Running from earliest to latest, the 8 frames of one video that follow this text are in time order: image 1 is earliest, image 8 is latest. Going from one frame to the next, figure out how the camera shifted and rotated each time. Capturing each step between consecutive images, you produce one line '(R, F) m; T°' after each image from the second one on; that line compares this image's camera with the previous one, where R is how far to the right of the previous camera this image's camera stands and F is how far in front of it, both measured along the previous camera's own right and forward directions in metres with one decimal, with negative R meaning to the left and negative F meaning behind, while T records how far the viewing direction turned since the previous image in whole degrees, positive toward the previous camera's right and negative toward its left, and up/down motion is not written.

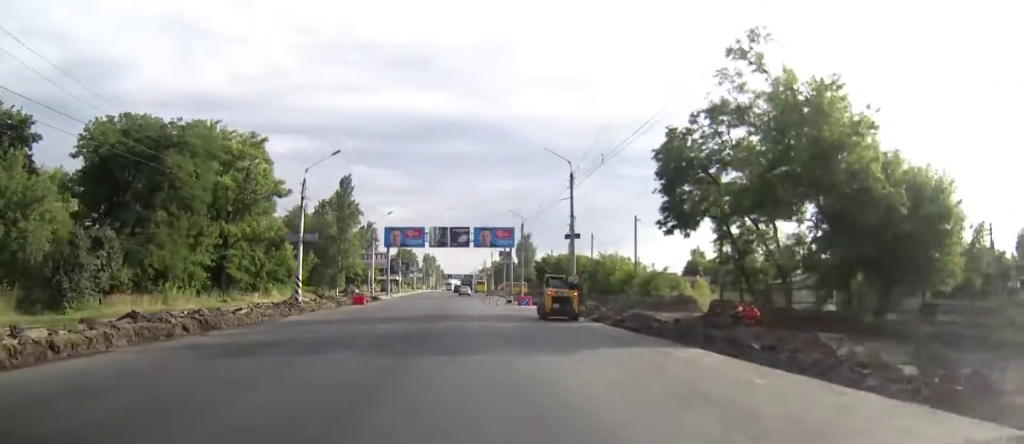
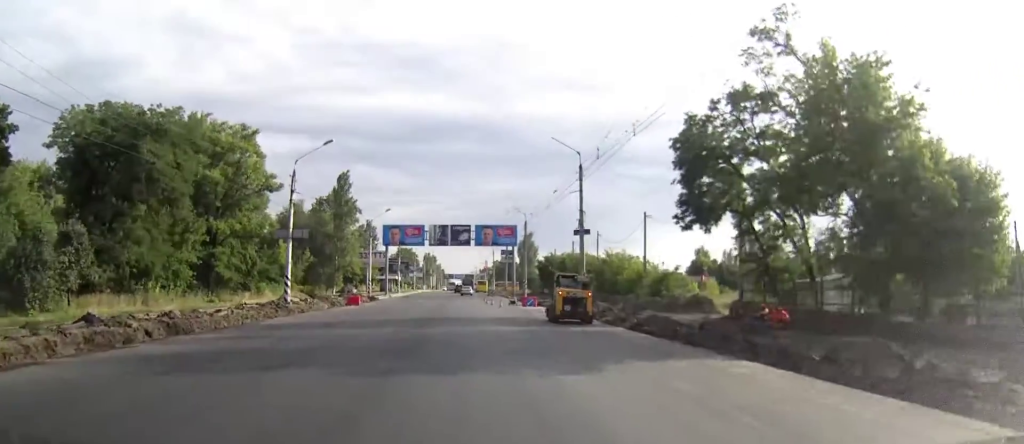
(0.0, +3.3) m; 0°
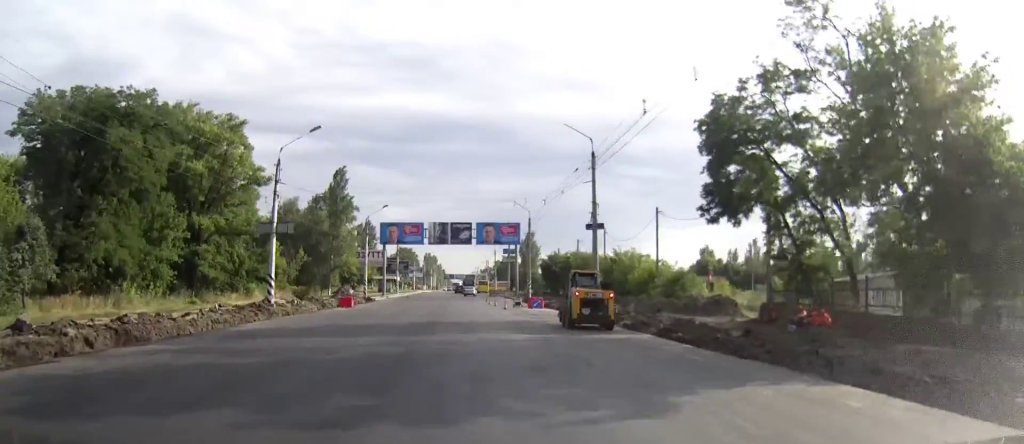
(0.0, +4.2) m; 0°
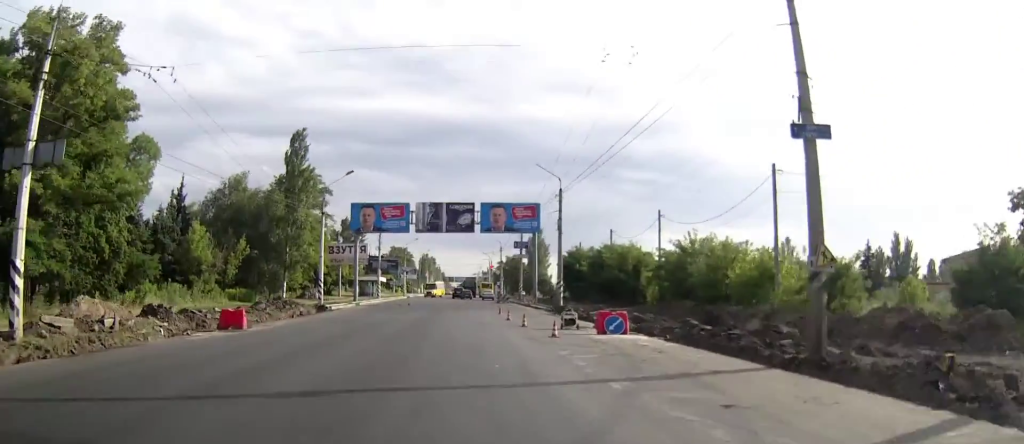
(-0.1, +25.1) m; 0°
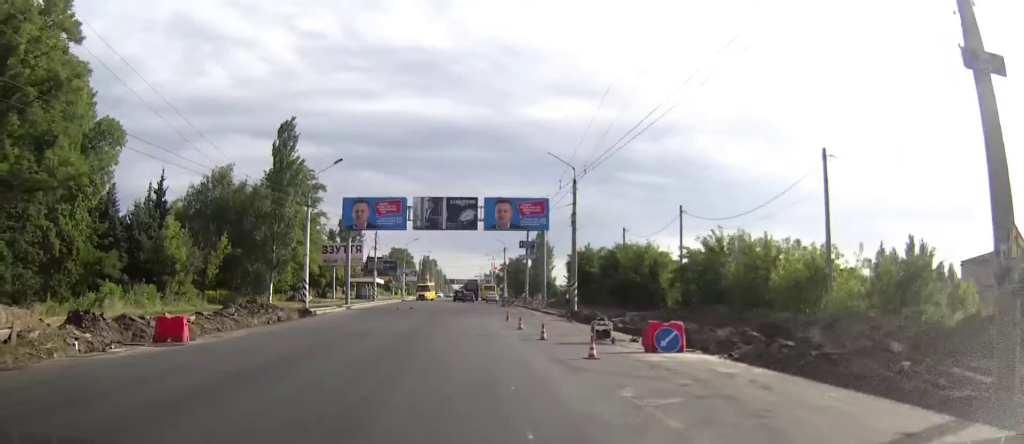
(0.0, +6.1) m; 0°
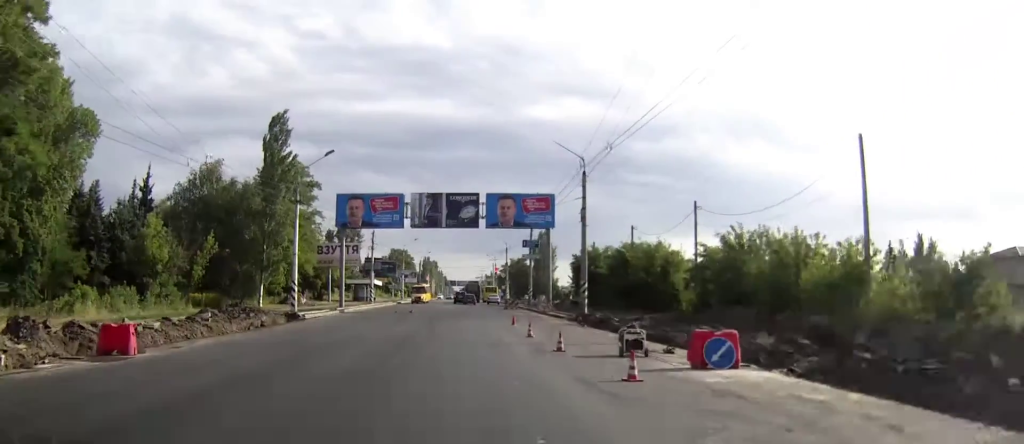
(0.0, +4.0) m; 0°
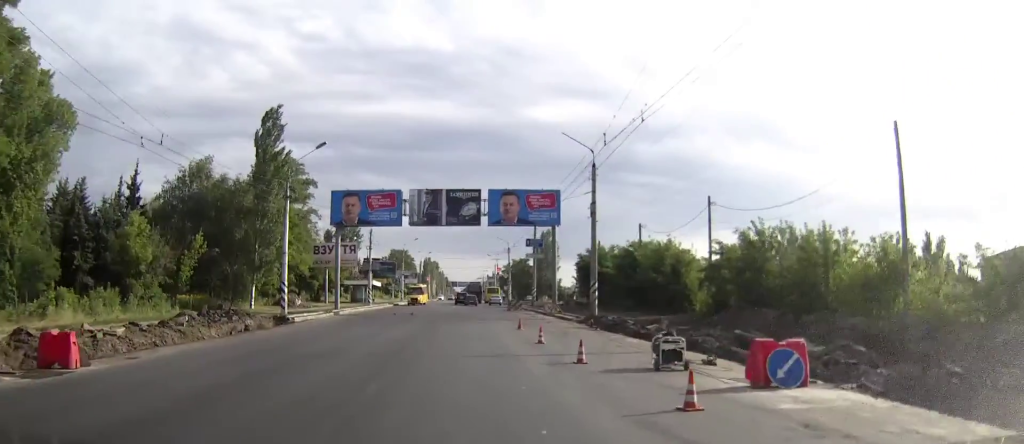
(0.0, +3.1) m; 0°
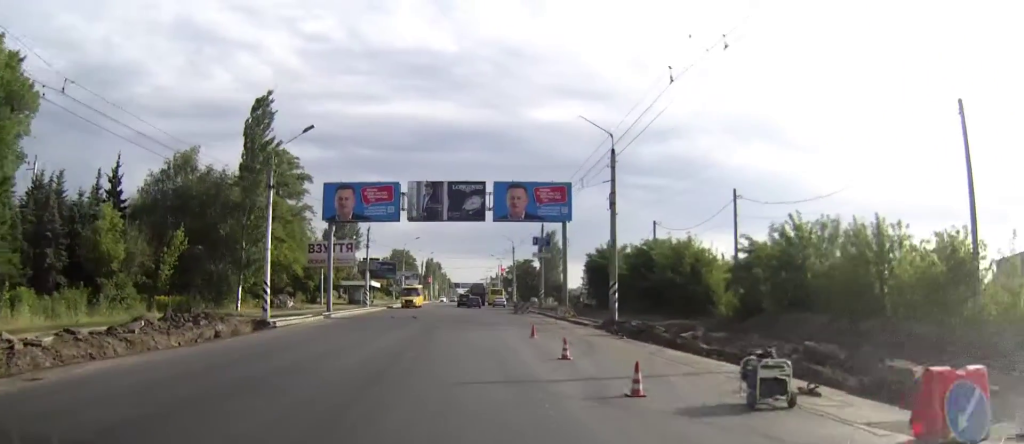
(0.0, +4.4) m; 0°
